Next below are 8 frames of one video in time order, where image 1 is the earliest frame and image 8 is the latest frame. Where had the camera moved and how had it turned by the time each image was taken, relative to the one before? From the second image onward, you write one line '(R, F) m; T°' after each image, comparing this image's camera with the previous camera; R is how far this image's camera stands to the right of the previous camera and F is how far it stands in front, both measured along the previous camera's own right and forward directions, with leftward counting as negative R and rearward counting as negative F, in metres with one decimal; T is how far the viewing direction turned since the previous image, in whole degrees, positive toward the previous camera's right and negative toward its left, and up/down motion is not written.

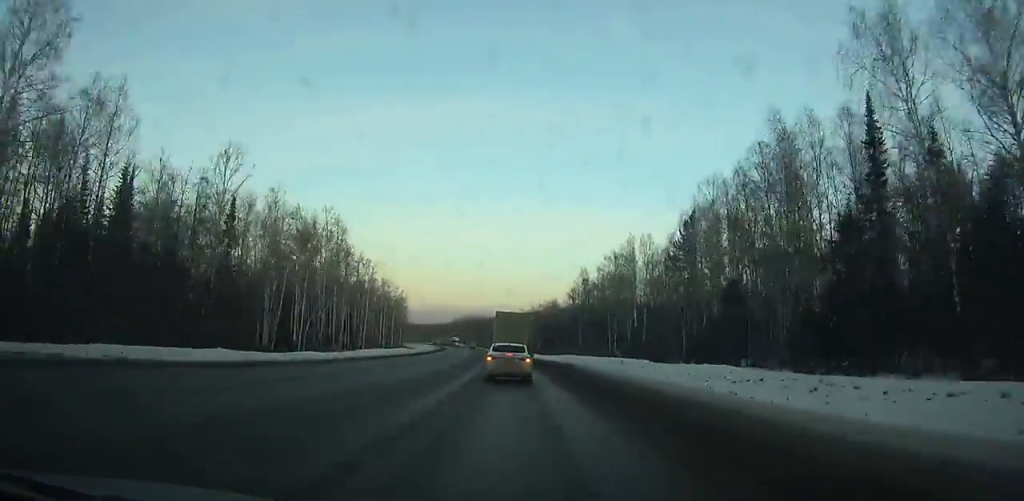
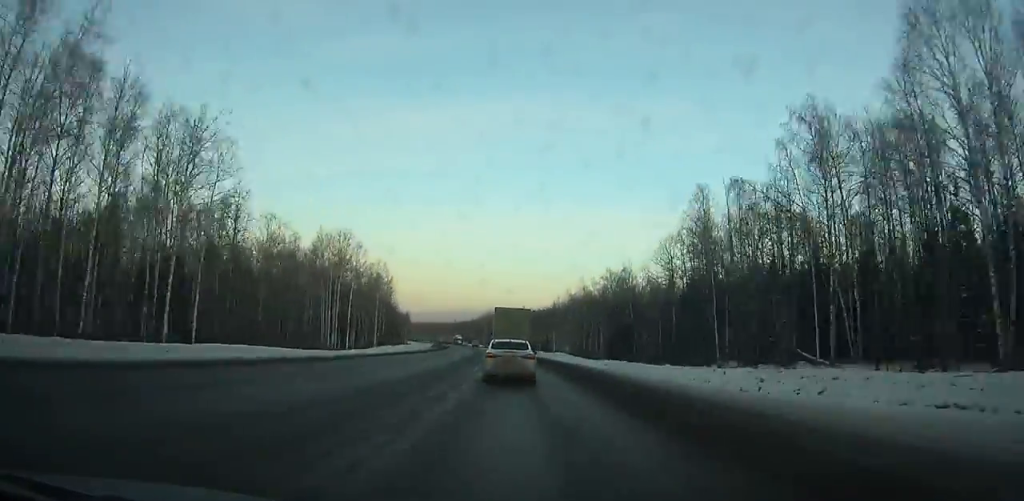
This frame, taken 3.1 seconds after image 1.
(-2.2, +69.3) m; -4°
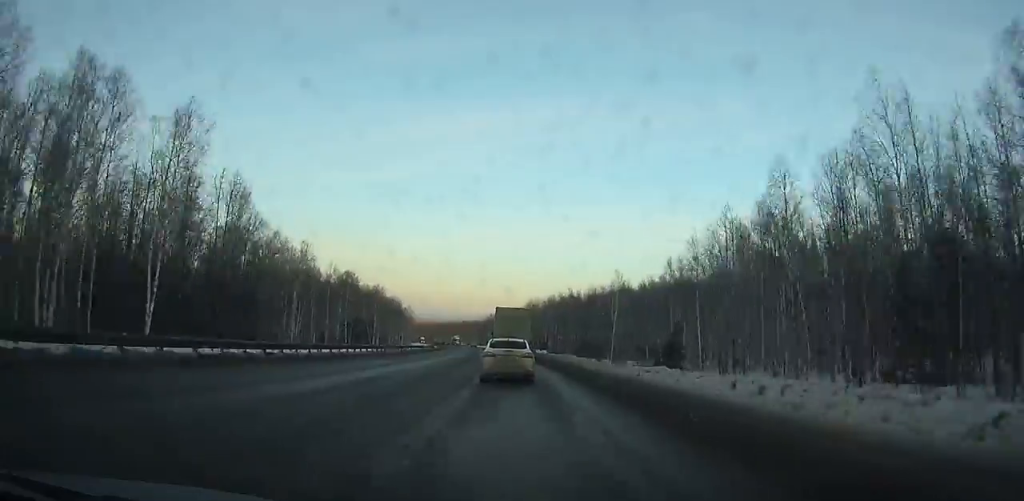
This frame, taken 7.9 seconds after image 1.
(-4.7, +102.9) m; -5°
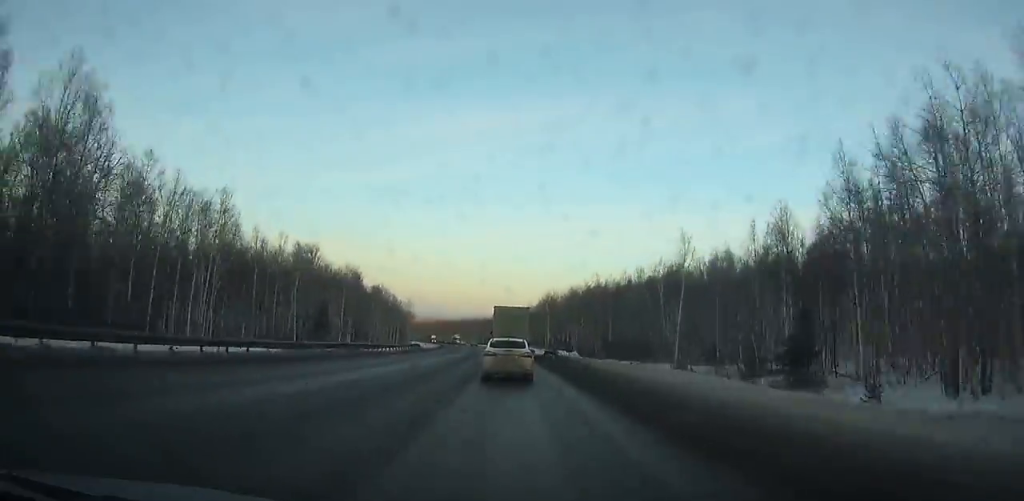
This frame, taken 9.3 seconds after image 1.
(+0.1, +29.5) m; -1°
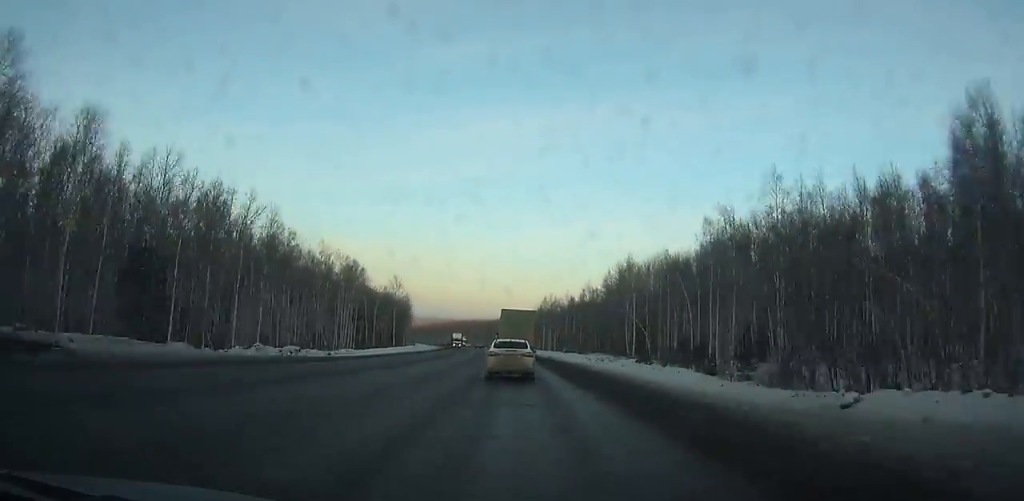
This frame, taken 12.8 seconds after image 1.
(-2.6, +73.0) m; -4°
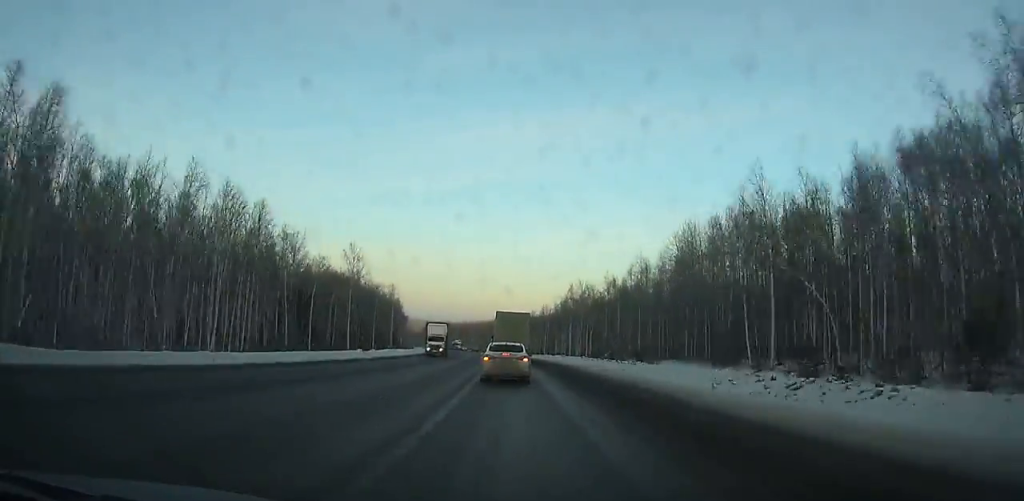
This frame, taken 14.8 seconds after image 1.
(-0.8, +41.7) m; -2°
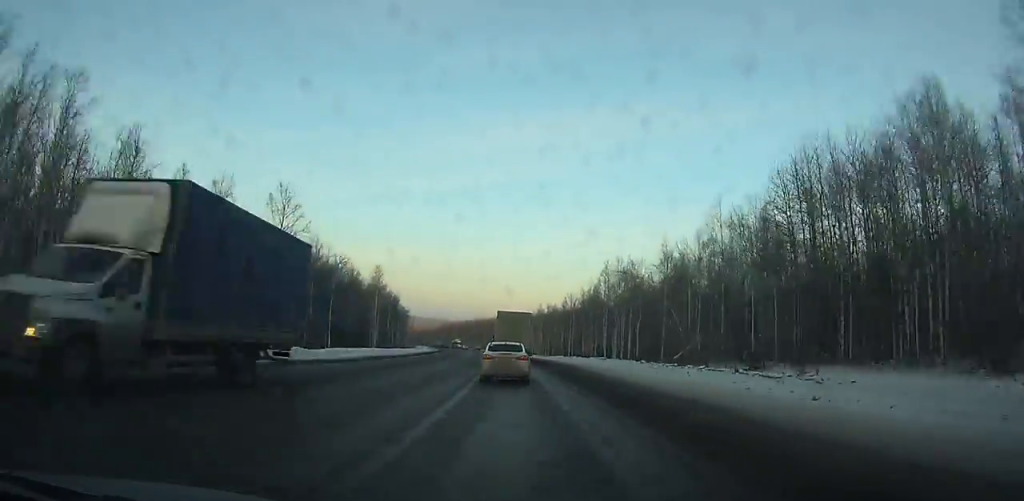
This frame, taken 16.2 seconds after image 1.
(-0.4, +29.2) m; -1°
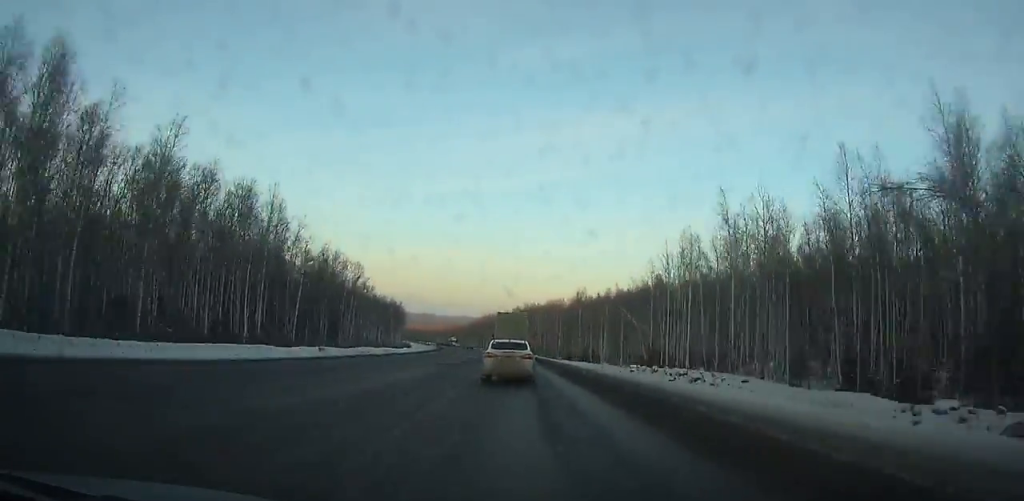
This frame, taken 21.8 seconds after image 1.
(-4.9, +116.9) m; -4°
